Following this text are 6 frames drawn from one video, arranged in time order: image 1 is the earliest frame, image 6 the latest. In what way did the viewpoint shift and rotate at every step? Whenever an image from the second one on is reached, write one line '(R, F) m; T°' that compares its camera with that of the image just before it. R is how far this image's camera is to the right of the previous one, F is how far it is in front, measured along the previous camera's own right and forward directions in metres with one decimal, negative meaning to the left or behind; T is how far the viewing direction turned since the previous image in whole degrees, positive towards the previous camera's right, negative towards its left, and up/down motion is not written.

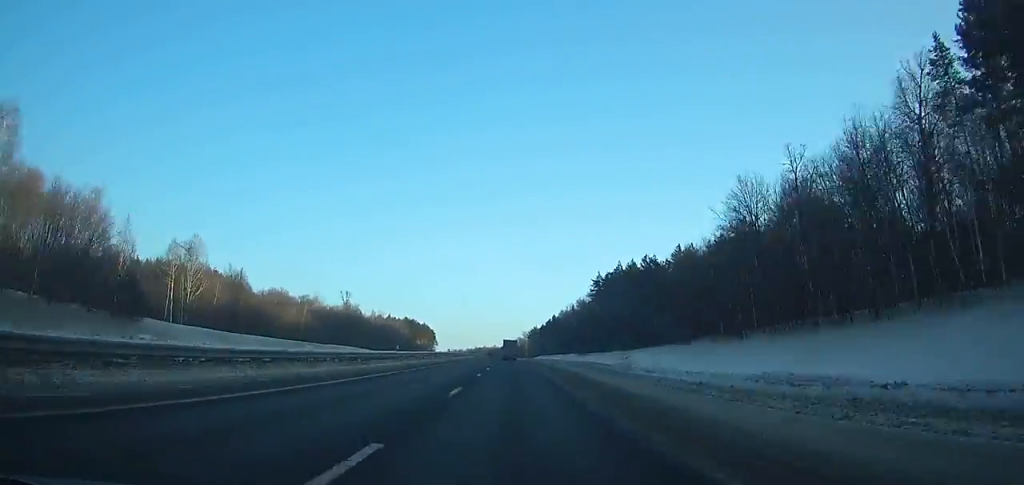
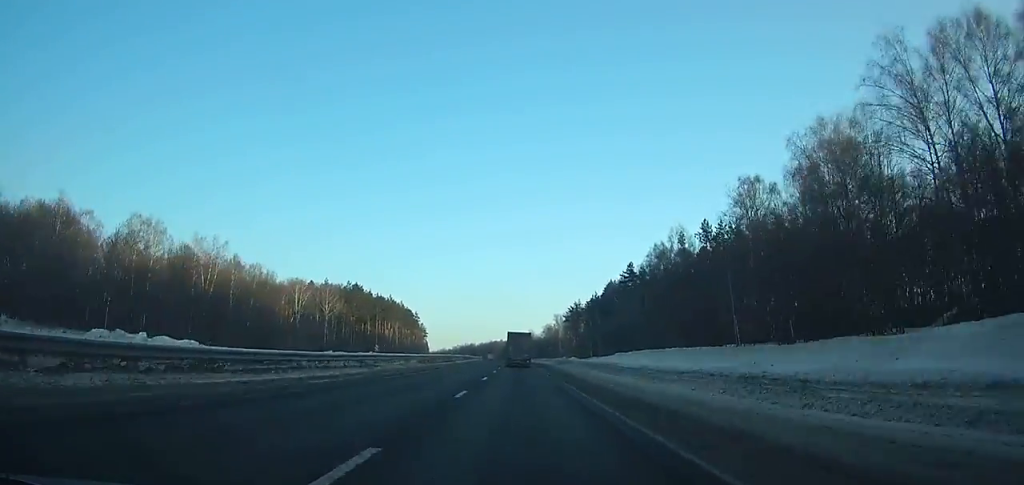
(-3.3, +167.2) m; -2°
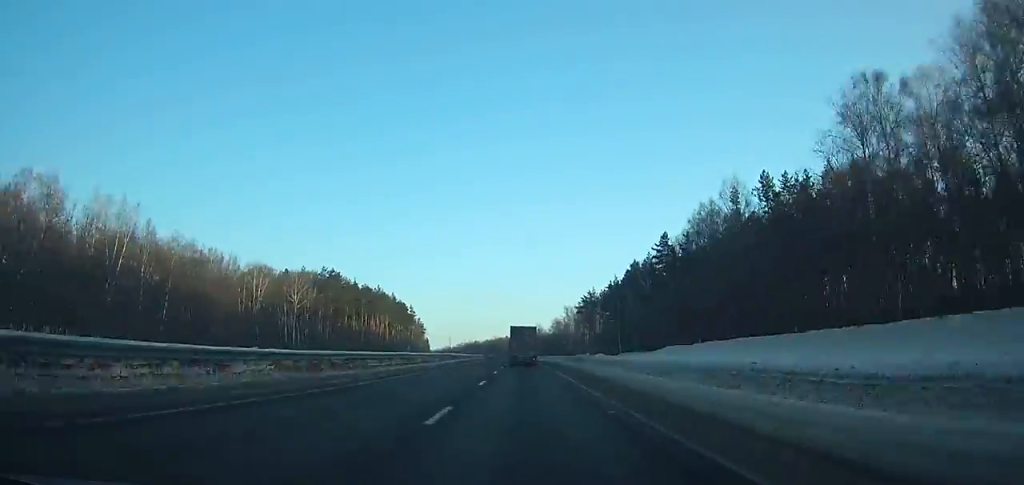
(-0.2, +31.2) m; -1°
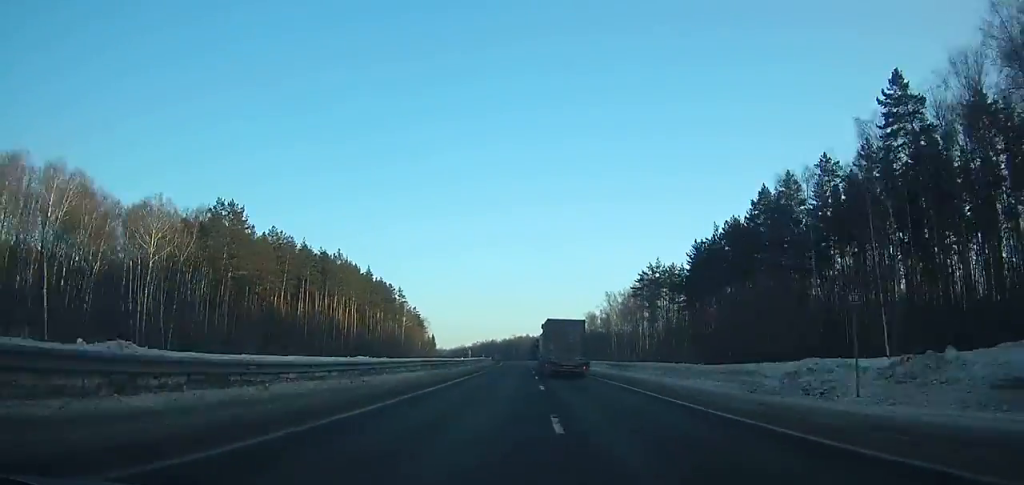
(-0.8, +72.6) m; -1°
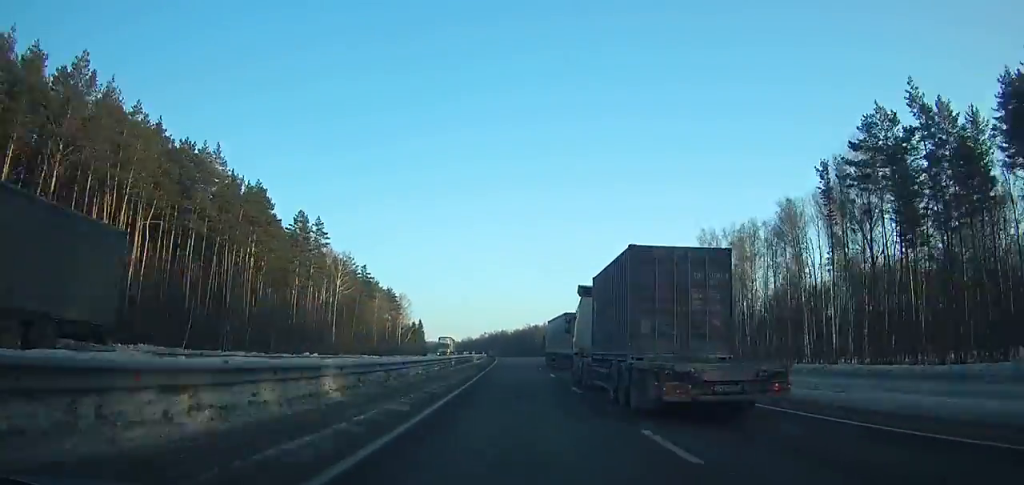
(-1.6, +99.5) m; -2°
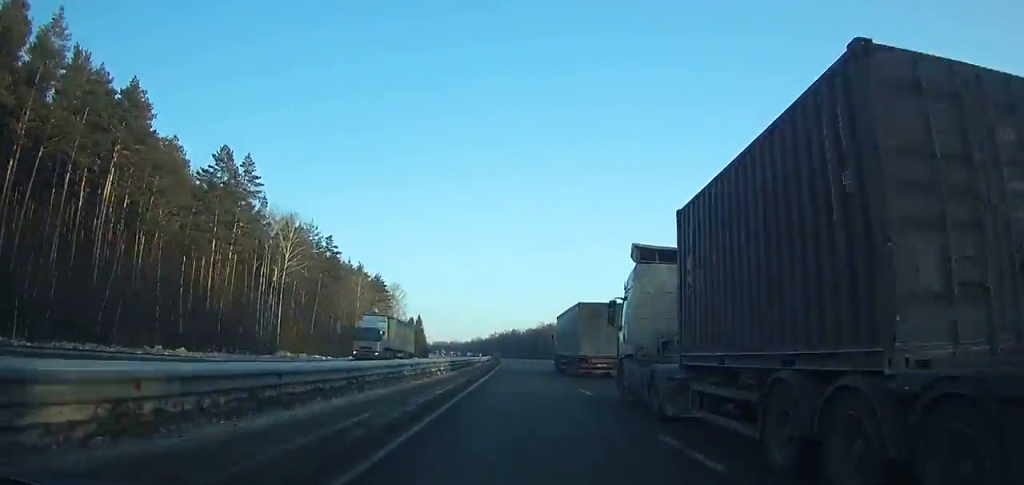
(-0.3, +37.0) m; -1°
